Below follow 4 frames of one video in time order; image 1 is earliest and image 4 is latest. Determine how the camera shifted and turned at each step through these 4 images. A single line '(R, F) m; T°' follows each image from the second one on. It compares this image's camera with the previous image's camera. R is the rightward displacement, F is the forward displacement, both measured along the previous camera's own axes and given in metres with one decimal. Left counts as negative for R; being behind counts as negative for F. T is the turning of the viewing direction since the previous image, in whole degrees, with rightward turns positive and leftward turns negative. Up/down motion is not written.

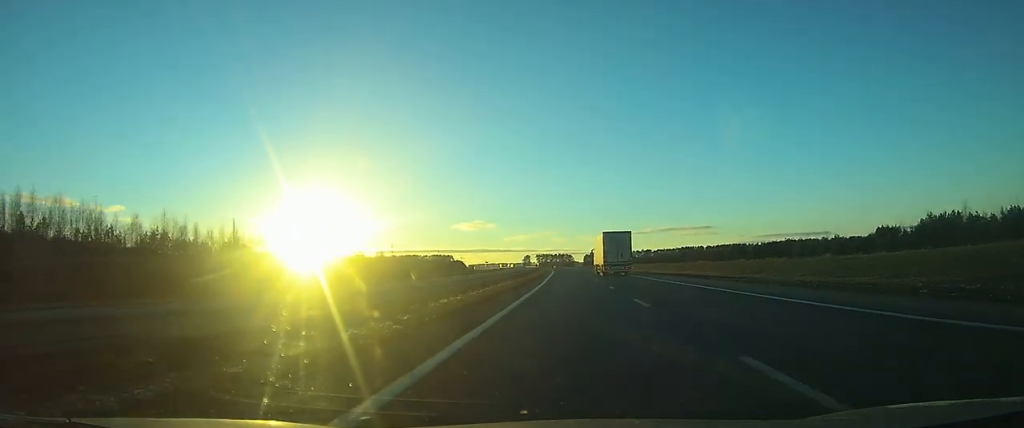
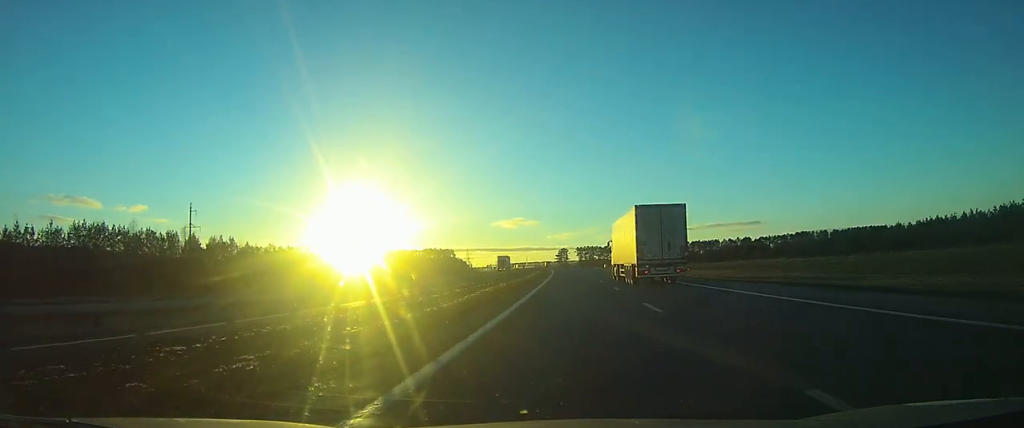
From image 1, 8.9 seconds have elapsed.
(-10.4, +242.1) m; -5°
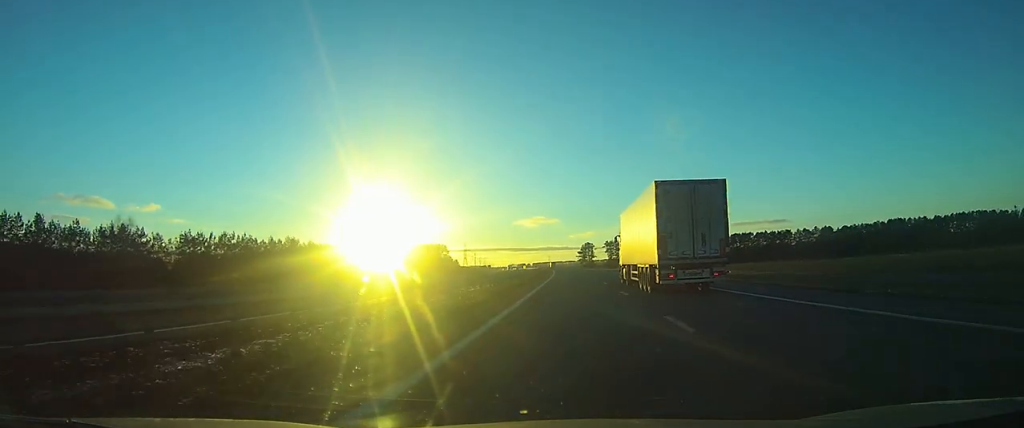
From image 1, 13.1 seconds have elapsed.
(-1.4, +112.2) m; -2°
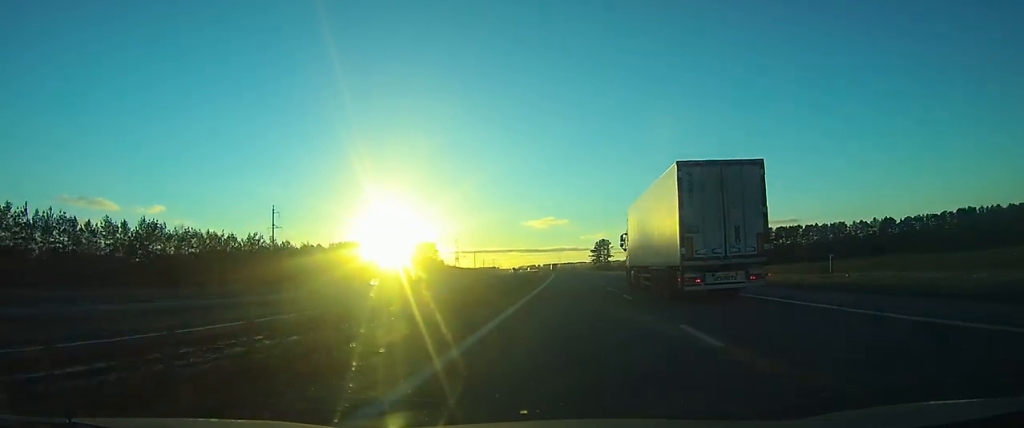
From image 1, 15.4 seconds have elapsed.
(-0.8, +62.4) m; -1°
